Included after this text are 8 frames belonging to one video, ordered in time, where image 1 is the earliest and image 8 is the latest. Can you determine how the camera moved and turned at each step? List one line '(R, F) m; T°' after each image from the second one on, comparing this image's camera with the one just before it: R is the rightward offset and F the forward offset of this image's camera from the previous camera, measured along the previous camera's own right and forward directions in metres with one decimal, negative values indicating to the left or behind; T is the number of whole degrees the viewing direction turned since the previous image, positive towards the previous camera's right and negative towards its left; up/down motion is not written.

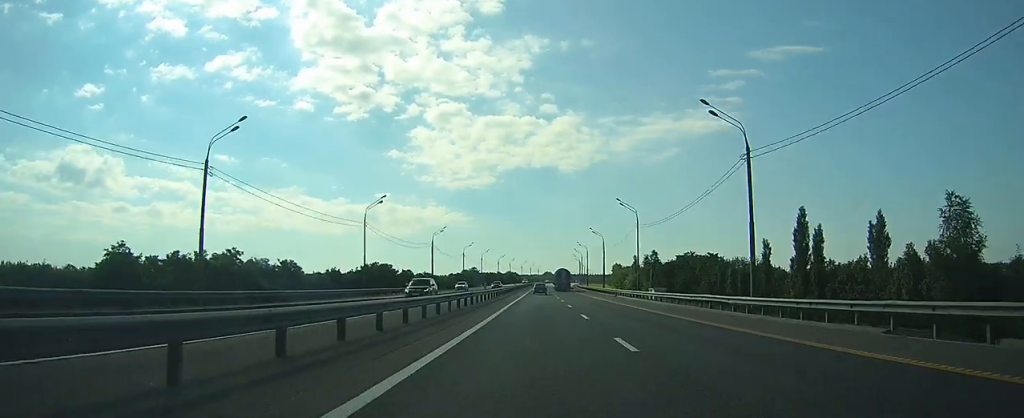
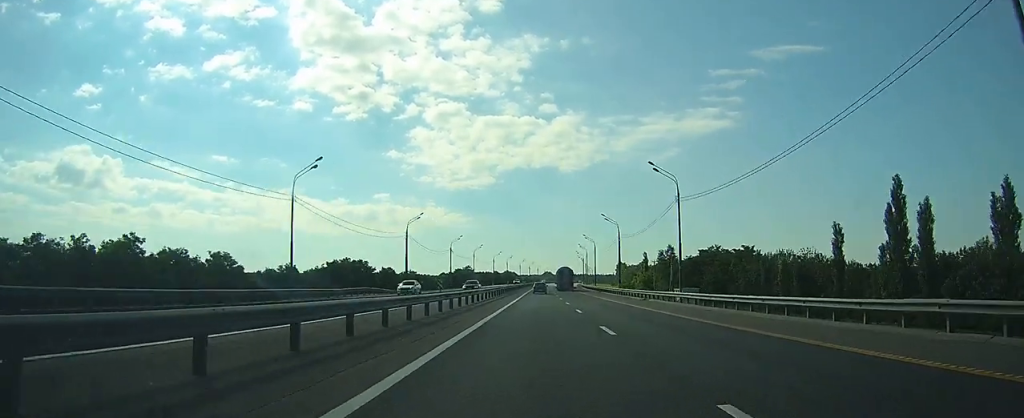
(+0.1, +20.4) m; 0°
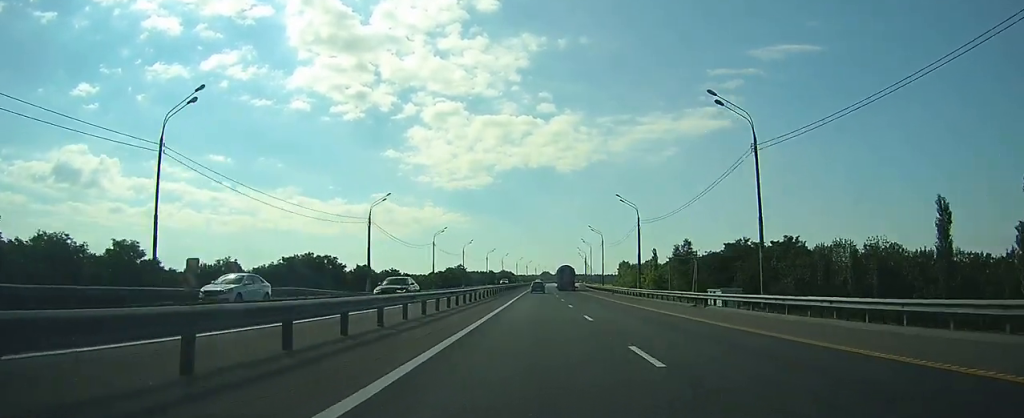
(0.0, +18.0) m; 0°
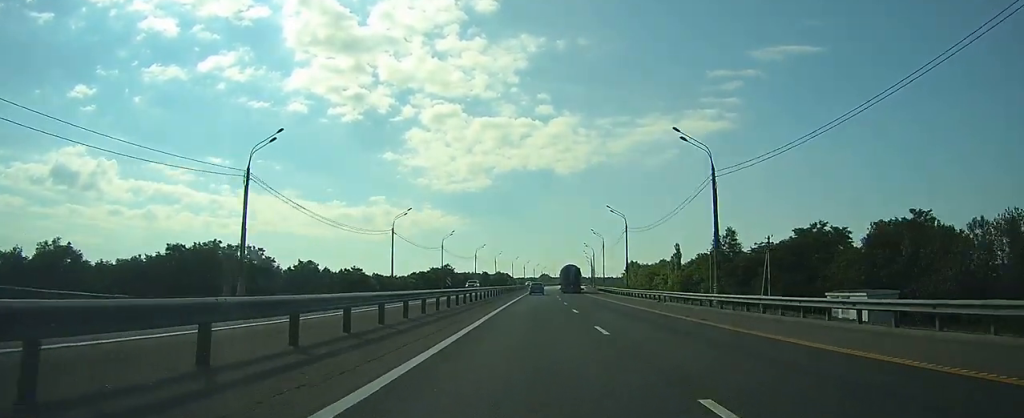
(0.0, +29.2) m; 0°
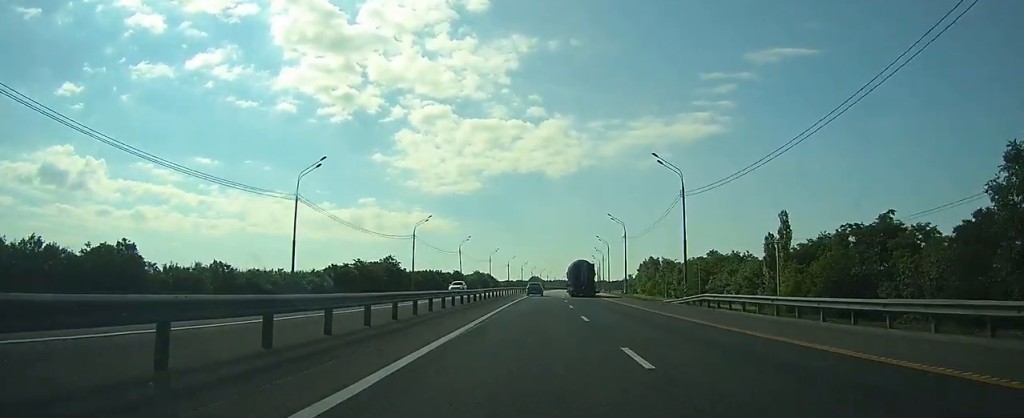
(+0.6, +65.9) m; +1°
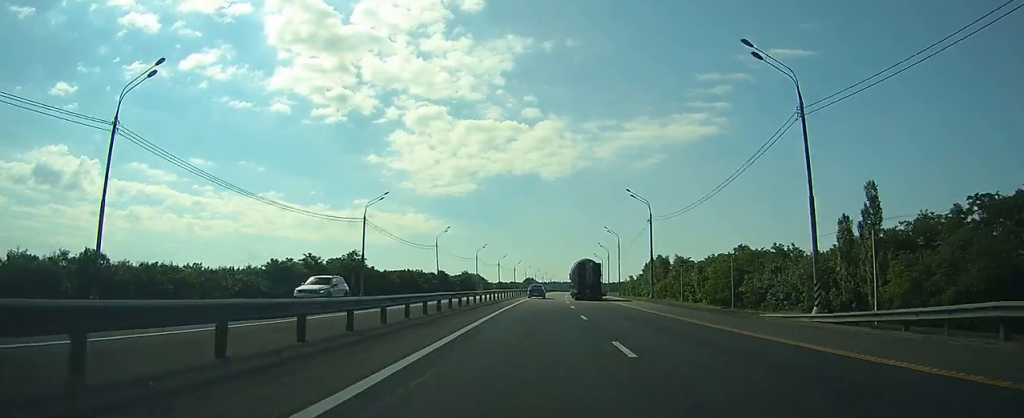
(0.0, +22.3) m; 0°
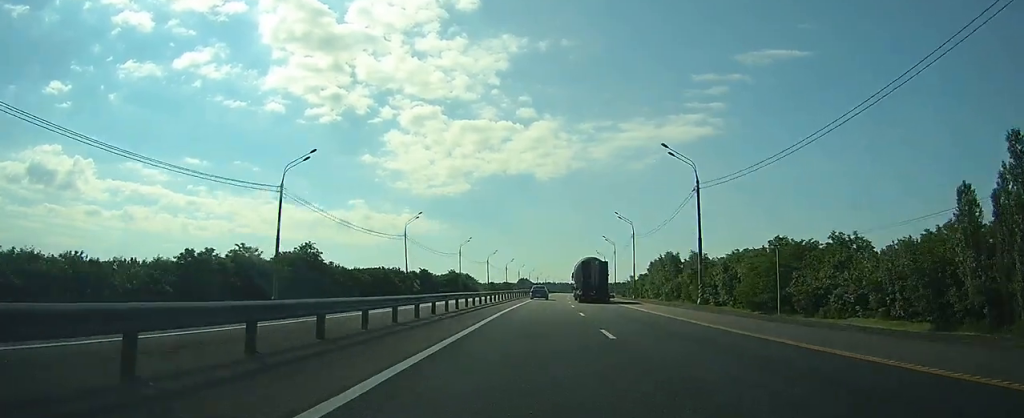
(0.0, +20.0) m; 0°
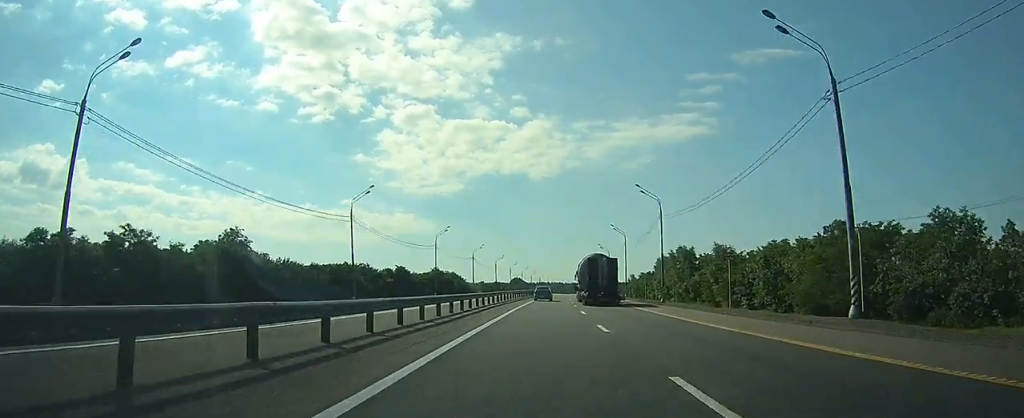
(0.0, +21.1) m; 0°
